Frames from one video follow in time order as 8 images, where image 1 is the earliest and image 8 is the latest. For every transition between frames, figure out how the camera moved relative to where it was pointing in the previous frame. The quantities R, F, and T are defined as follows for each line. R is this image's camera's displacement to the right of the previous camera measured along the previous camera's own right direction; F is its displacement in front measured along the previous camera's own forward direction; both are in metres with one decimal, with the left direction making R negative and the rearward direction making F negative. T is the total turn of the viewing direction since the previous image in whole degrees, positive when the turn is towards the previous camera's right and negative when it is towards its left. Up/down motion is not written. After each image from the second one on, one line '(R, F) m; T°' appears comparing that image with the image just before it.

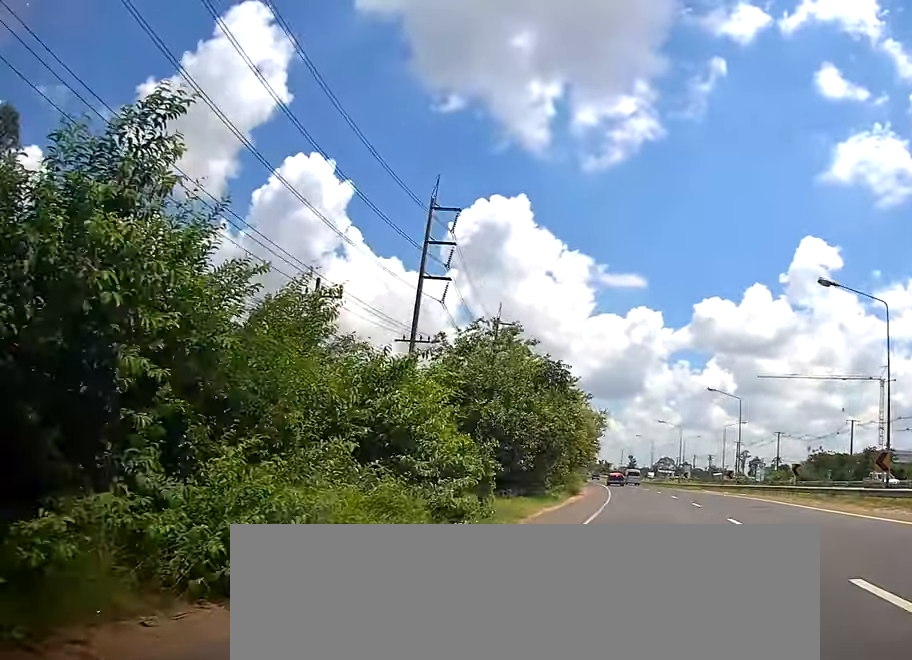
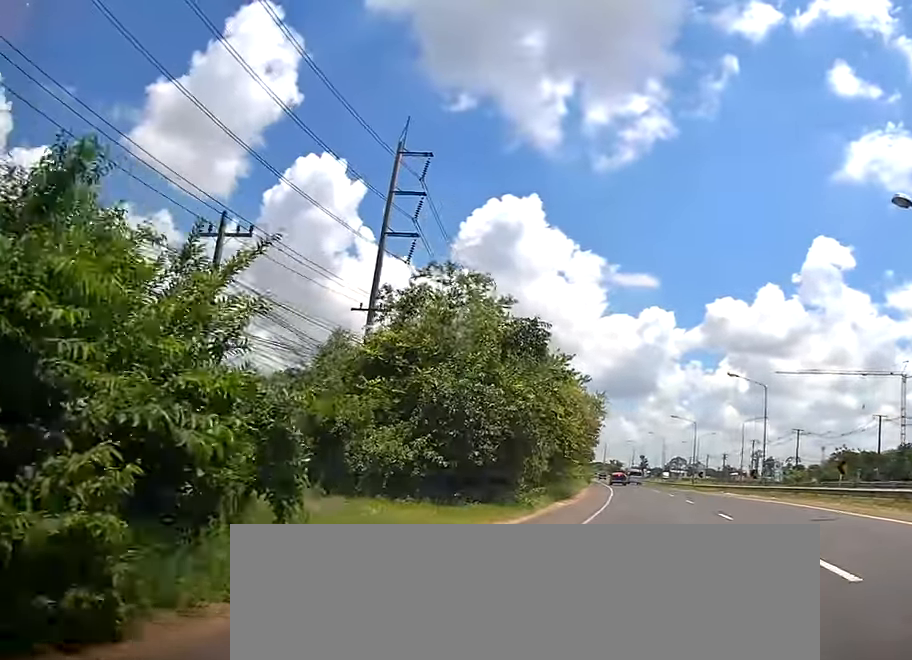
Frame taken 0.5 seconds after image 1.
(0.0, +9.2) m; 0°
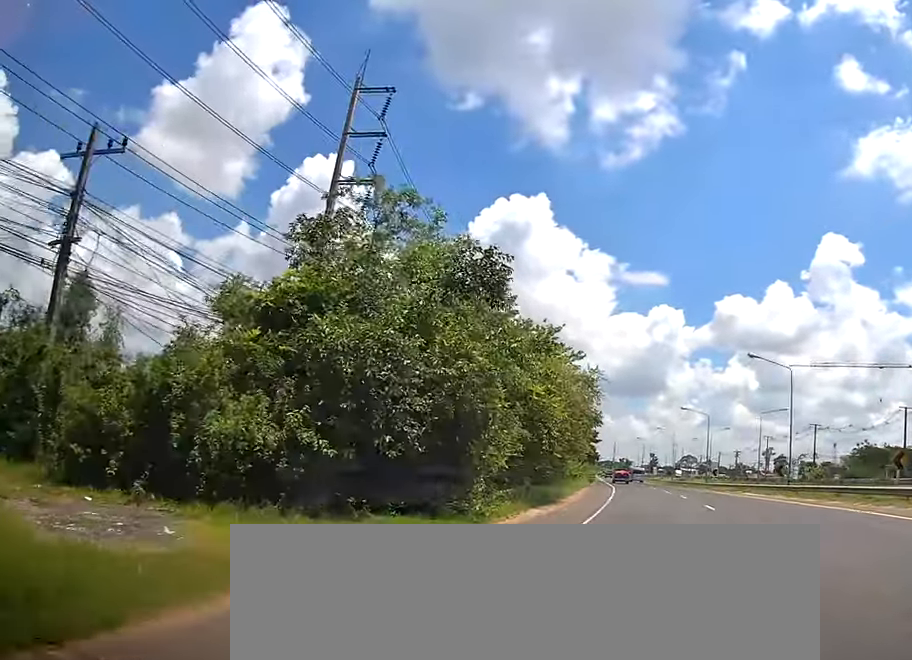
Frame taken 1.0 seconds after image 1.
(0.0, +7.9) m; -1°
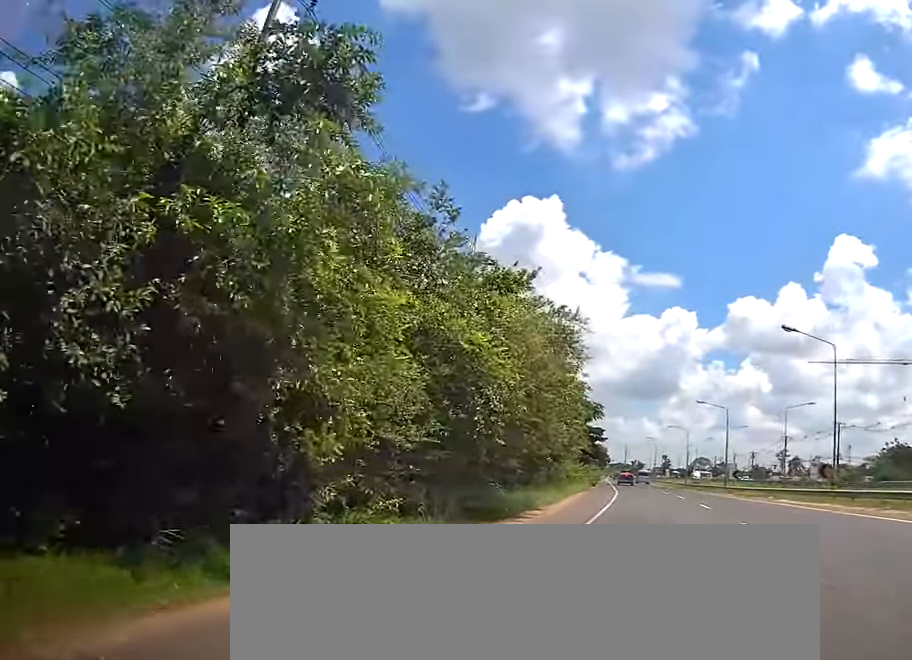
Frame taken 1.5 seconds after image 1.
(+0.2, +9.6) m; -2°
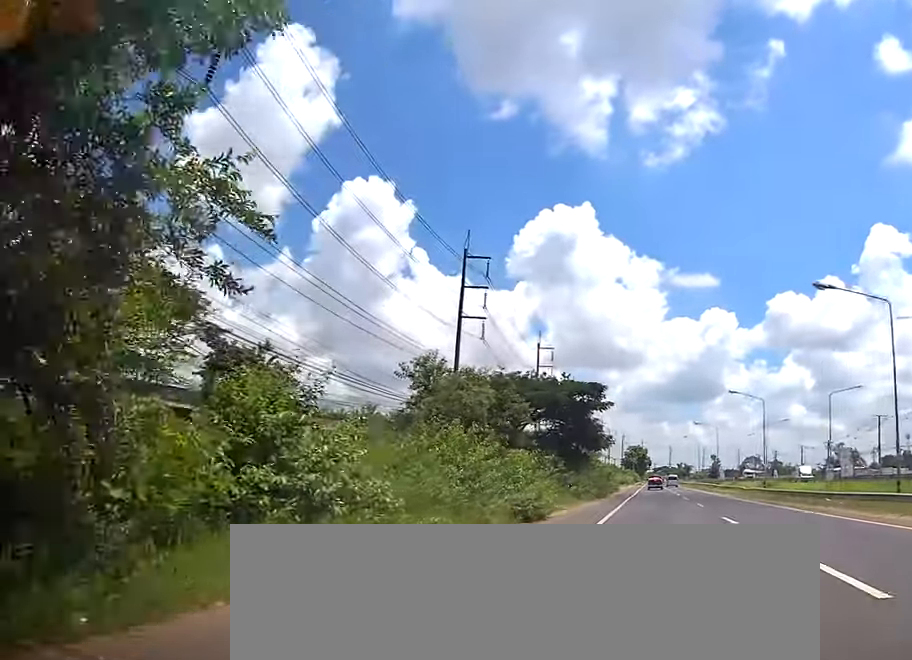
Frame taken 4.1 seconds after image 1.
(-2.0, +45.5) m; -2°
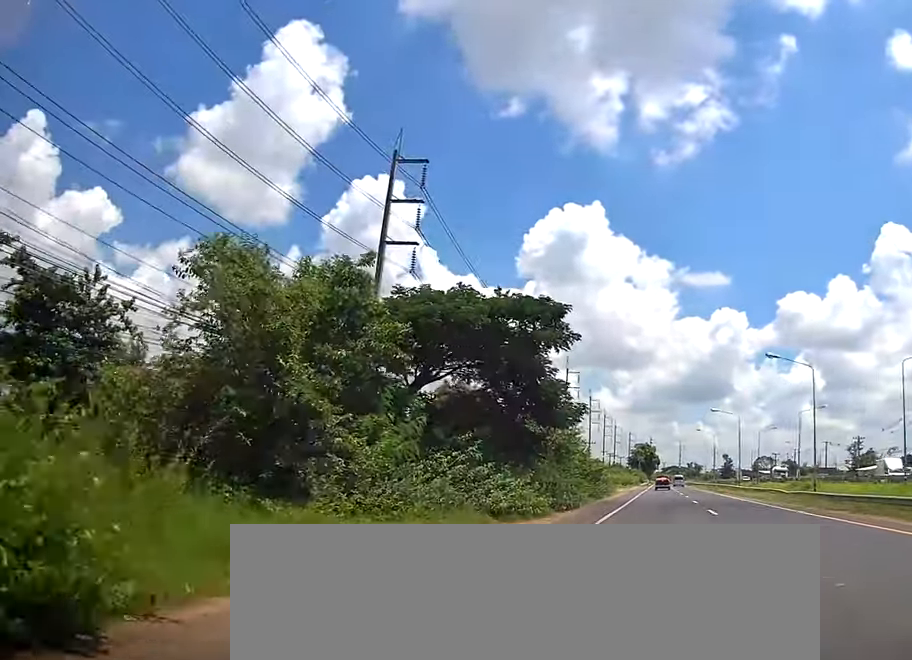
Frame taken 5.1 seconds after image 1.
(+0.1, +19.1) m; 0°
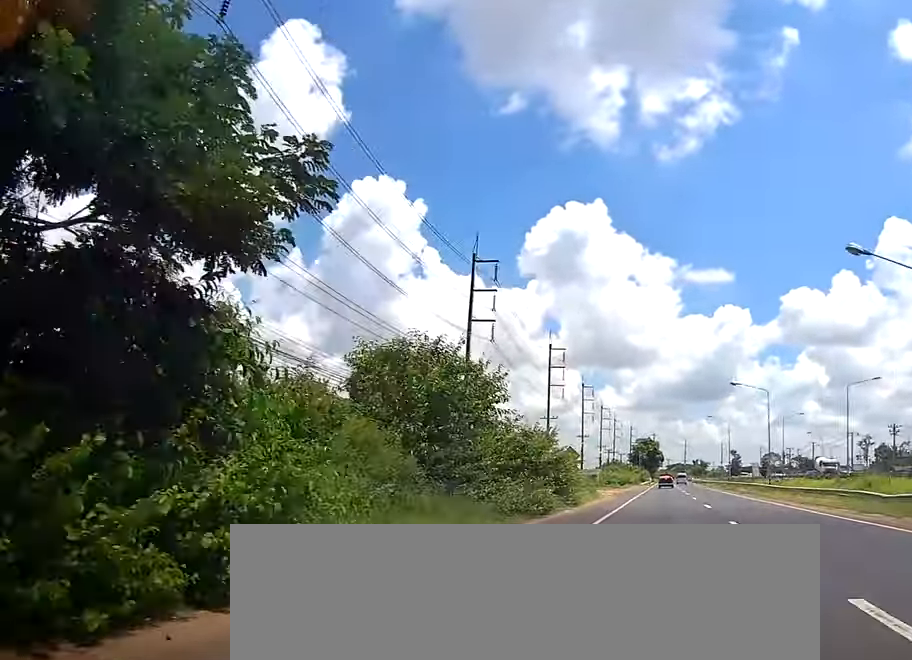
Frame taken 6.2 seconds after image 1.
(0.0, +21.4) m; -2°
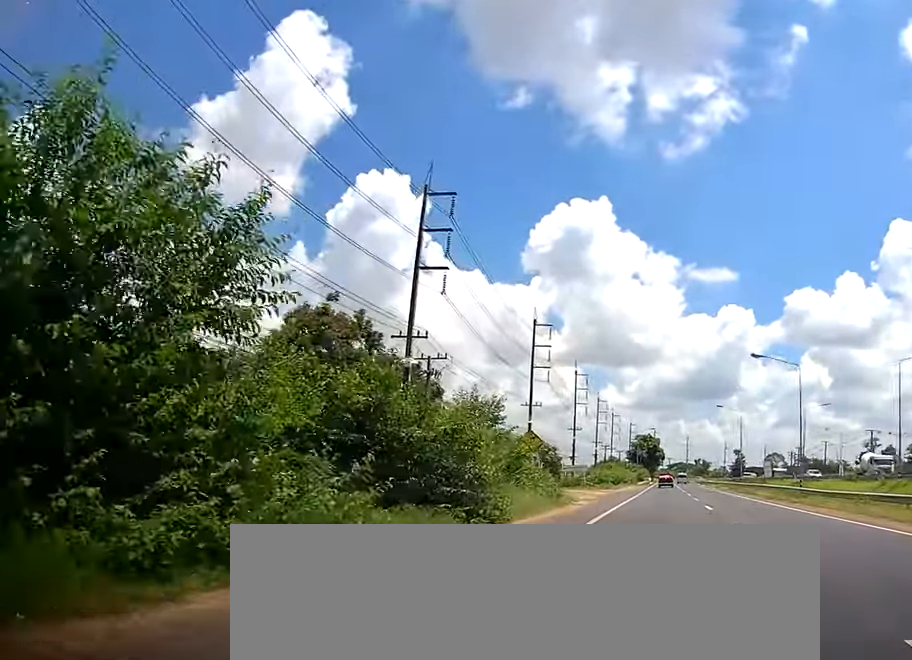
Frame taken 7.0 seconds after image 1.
(-0.4, +14.3) m; -2°
